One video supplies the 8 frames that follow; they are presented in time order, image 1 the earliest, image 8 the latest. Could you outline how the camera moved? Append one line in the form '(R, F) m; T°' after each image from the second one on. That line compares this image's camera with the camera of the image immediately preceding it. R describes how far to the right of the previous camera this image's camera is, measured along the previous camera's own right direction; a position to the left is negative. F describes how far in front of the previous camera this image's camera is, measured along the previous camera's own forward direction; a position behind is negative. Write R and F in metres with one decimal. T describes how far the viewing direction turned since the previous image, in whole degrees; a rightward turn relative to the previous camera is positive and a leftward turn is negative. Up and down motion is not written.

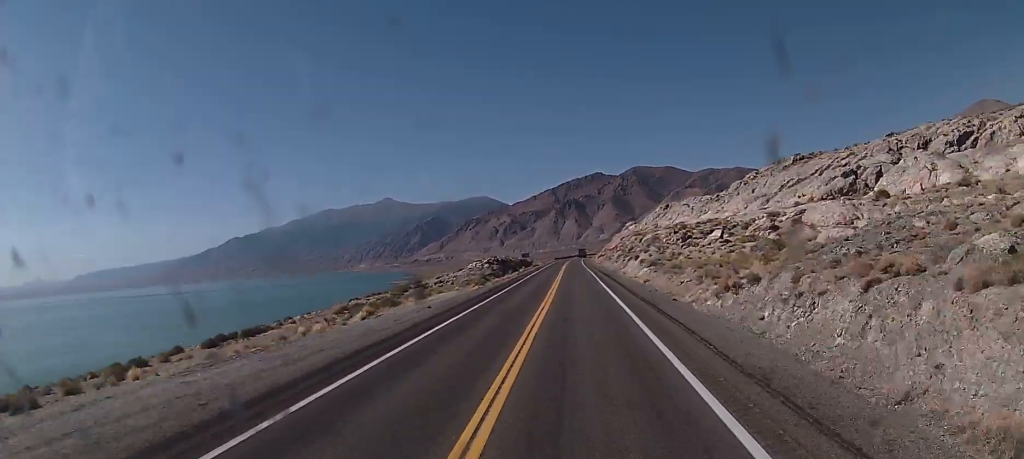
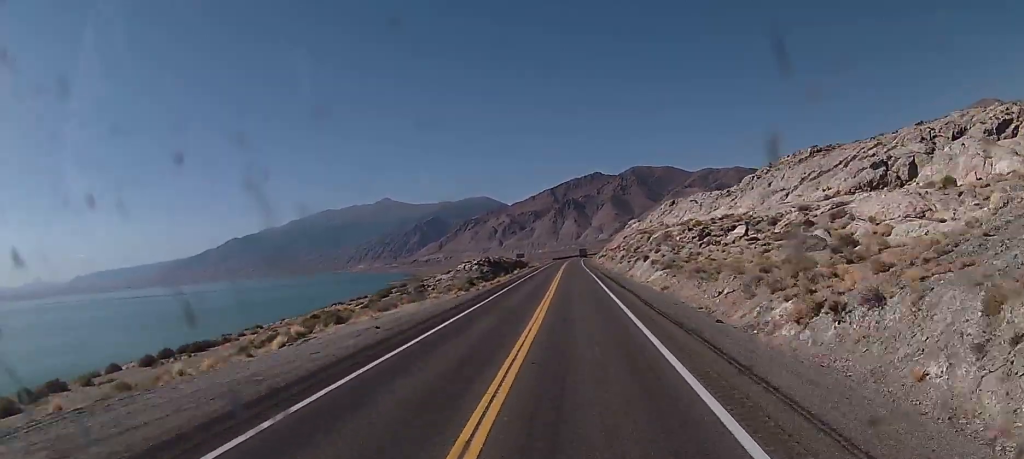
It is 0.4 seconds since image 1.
(0.0, +11.5) m; 0°
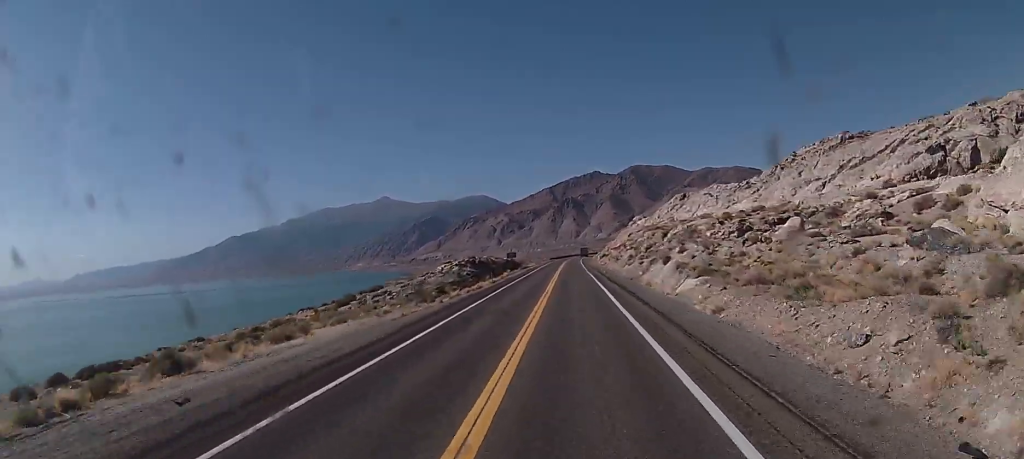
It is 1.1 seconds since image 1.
(+0.1, +16.8) m; 0°
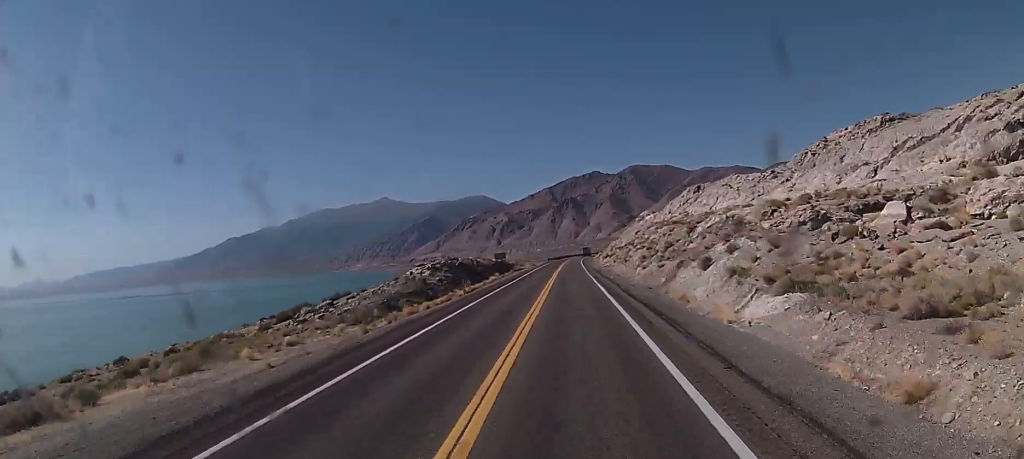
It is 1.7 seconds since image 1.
(0.0, +16.8) m; 0°
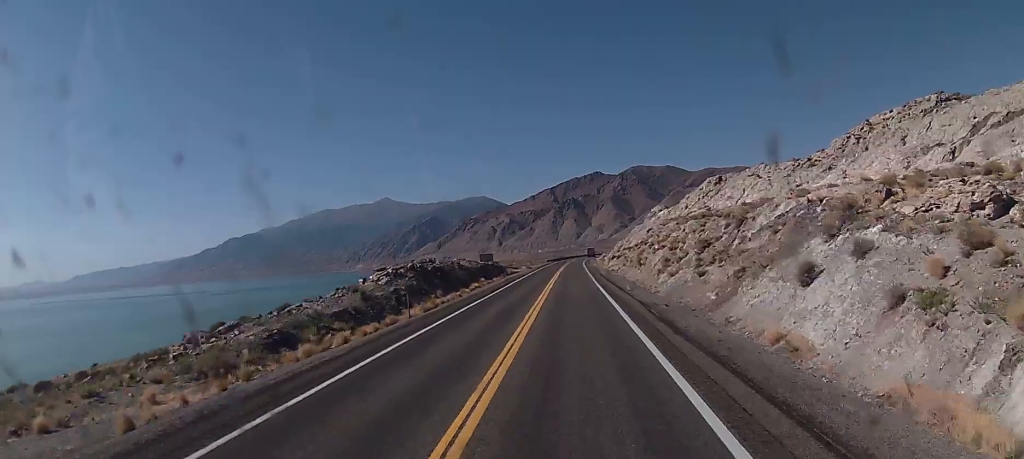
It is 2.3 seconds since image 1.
(+0.1, +16.8) m; 0°
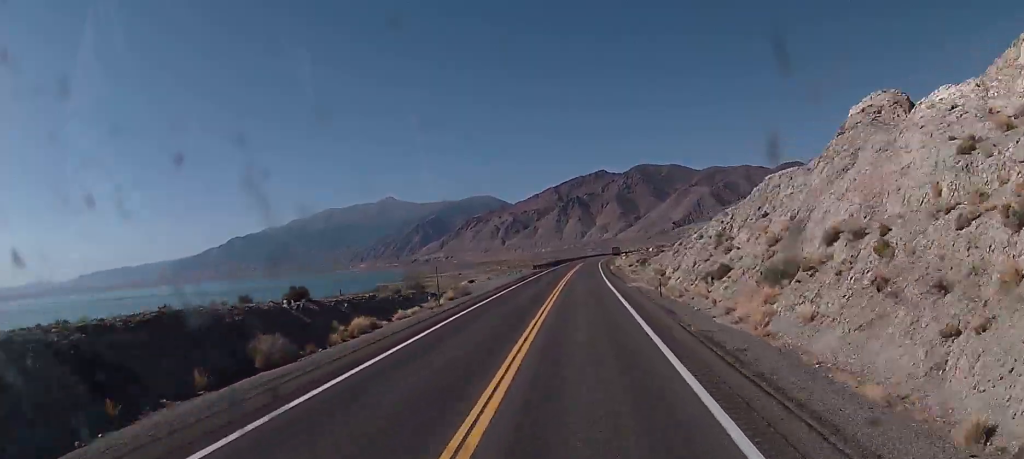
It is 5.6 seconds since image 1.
(-0.7, +85.7) m; +1°
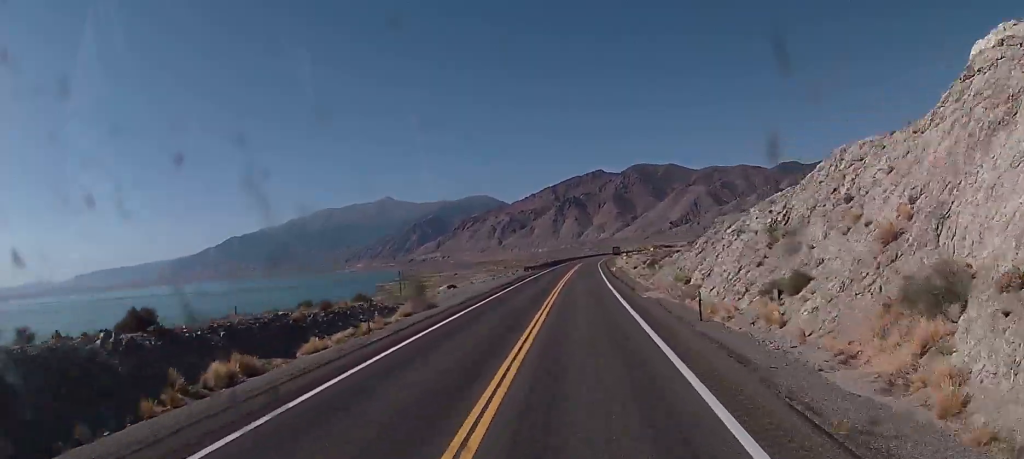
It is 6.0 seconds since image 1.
(+0.3, +12.4) m; 0°
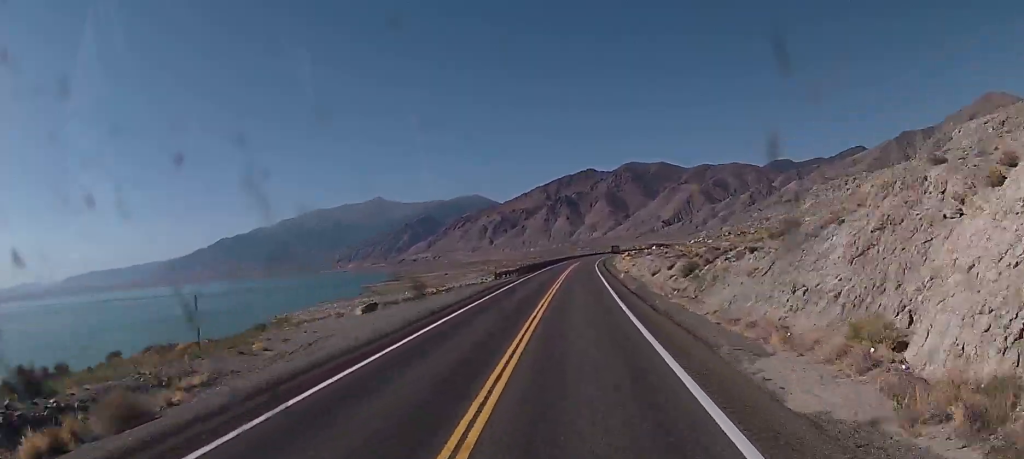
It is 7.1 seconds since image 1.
(-0.3, +27.5) m; 0°
